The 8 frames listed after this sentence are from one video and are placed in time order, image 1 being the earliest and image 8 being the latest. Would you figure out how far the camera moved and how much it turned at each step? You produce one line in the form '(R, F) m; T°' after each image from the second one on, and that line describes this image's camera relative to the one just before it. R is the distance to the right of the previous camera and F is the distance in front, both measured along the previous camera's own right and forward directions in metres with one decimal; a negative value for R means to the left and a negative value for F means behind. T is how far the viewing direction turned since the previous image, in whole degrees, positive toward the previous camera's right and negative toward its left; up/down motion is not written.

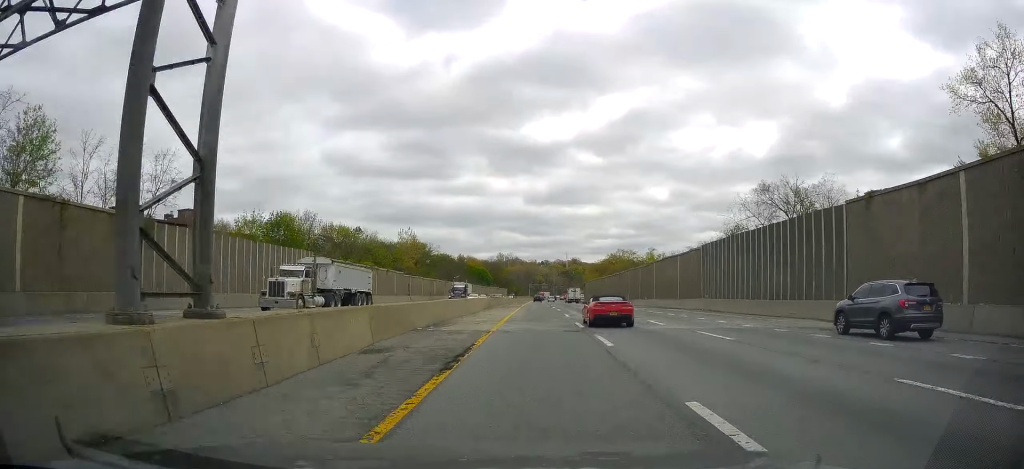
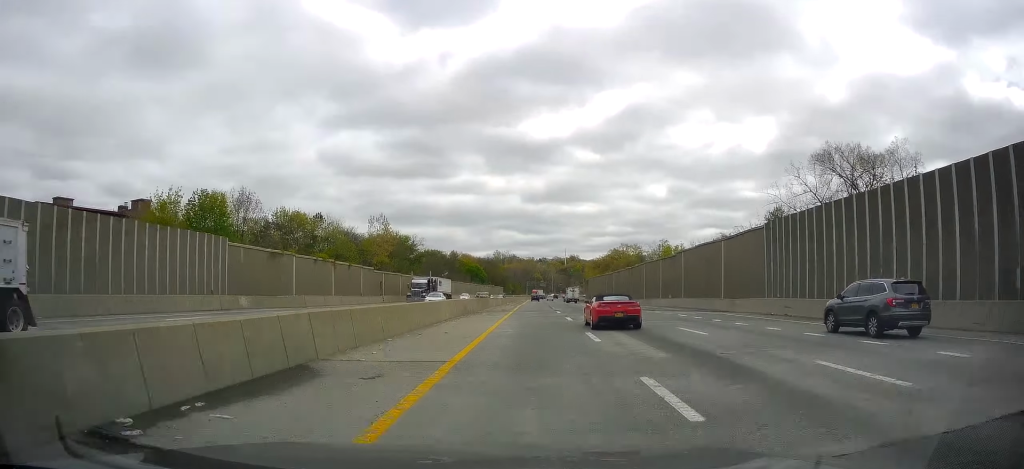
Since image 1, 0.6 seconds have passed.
(+0.2, +18.3) m; 0°
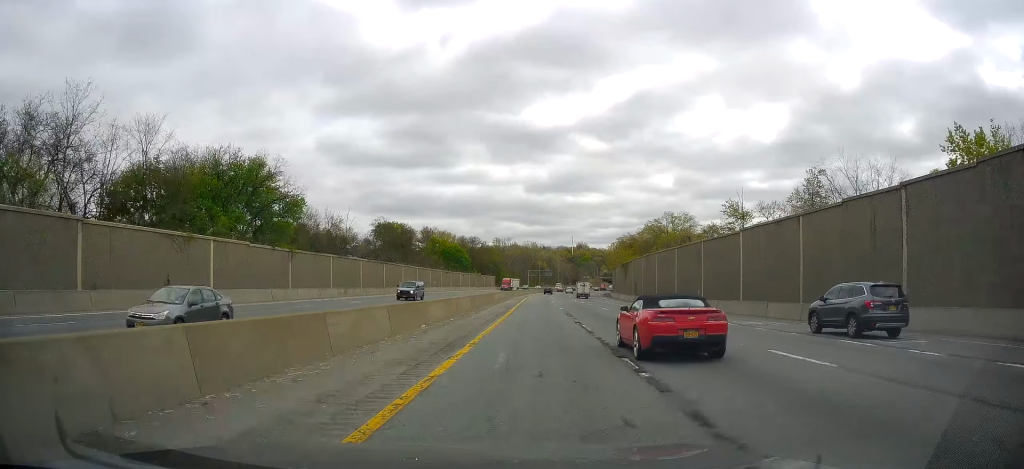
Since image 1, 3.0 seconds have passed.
(+0.3, +79.7) m; 0°
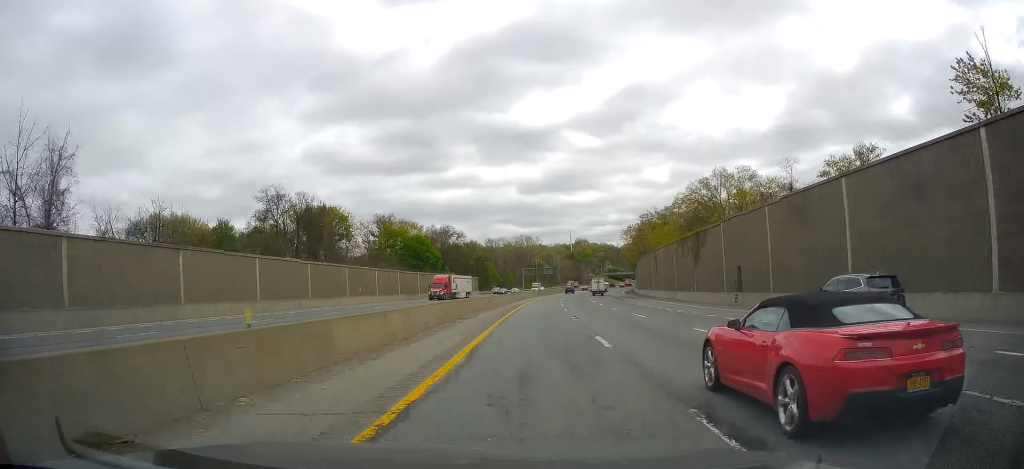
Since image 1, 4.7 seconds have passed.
(-0.6, +54.9) m; 0°
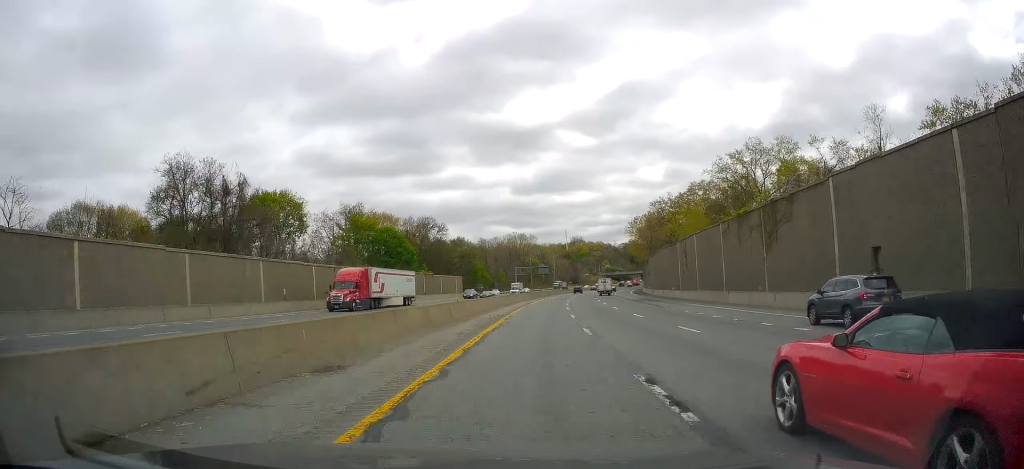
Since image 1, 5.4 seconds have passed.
(+0.3, +22.6) m; +1°
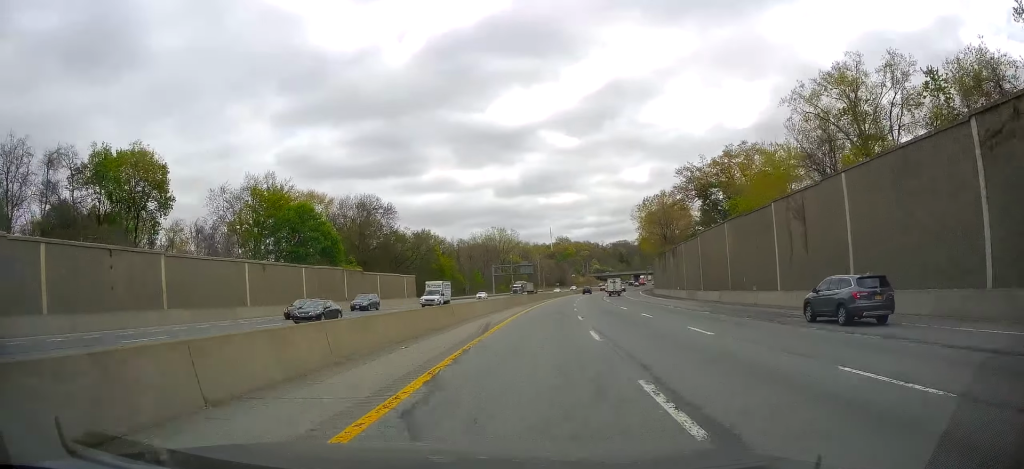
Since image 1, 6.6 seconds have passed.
(0.0, +37.7) m; 0°
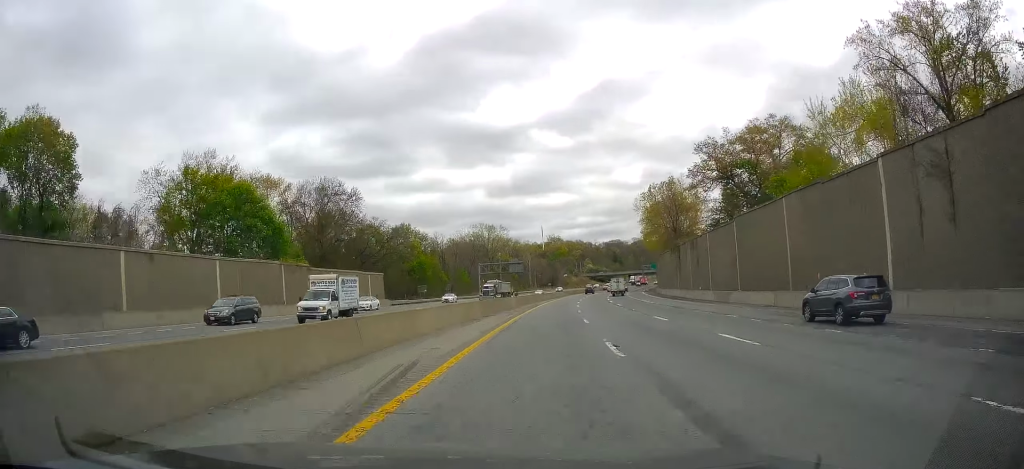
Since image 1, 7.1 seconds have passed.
(0.0, +16.2) m; 0°
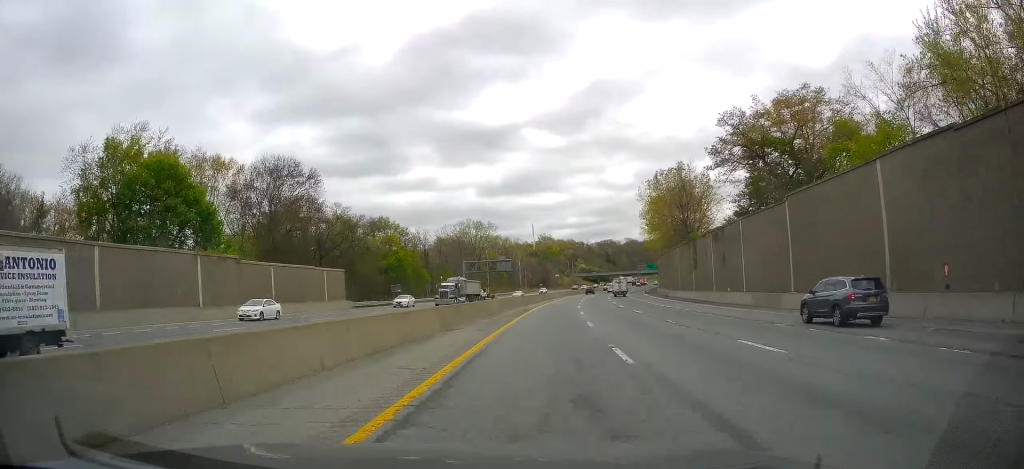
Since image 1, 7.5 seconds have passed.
(-0.1, +14.0) m; 0°
